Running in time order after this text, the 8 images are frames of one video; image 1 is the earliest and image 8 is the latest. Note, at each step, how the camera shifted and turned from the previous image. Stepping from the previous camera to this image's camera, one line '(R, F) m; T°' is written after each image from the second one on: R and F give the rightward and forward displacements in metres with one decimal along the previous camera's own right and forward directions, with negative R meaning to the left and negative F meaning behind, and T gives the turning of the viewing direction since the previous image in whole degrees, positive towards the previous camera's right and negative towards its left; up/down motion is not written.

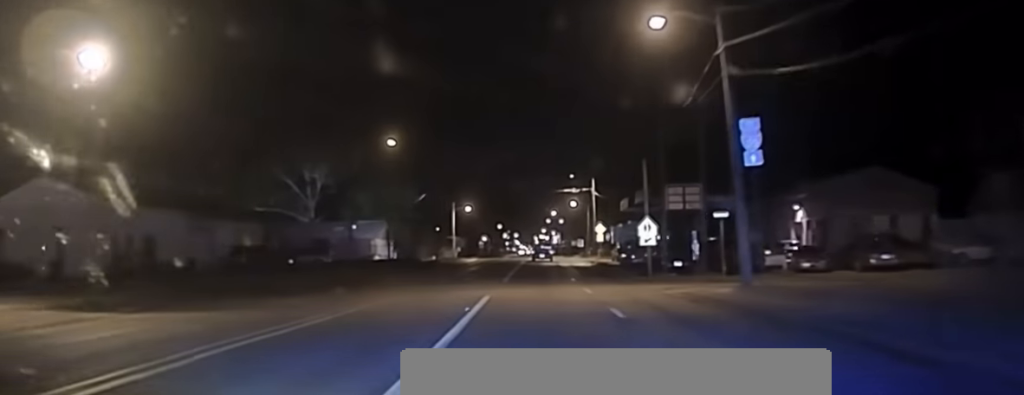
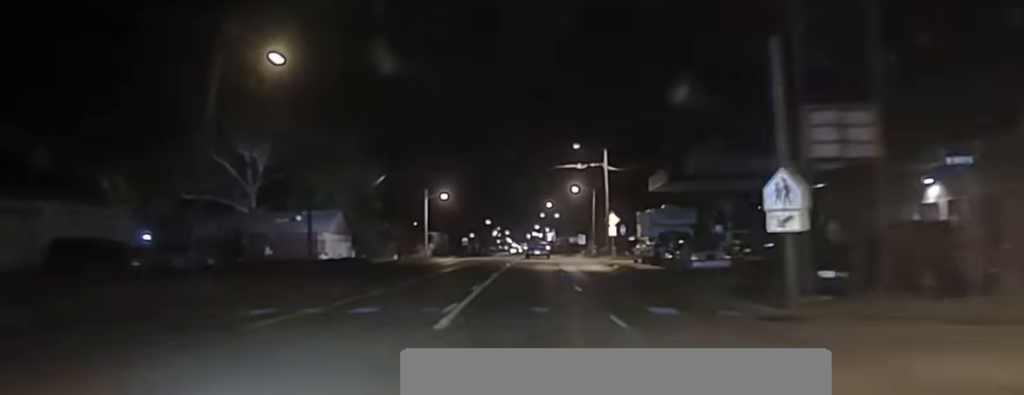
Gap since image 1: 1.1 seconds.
(+0.1, +29.9) m; 0°
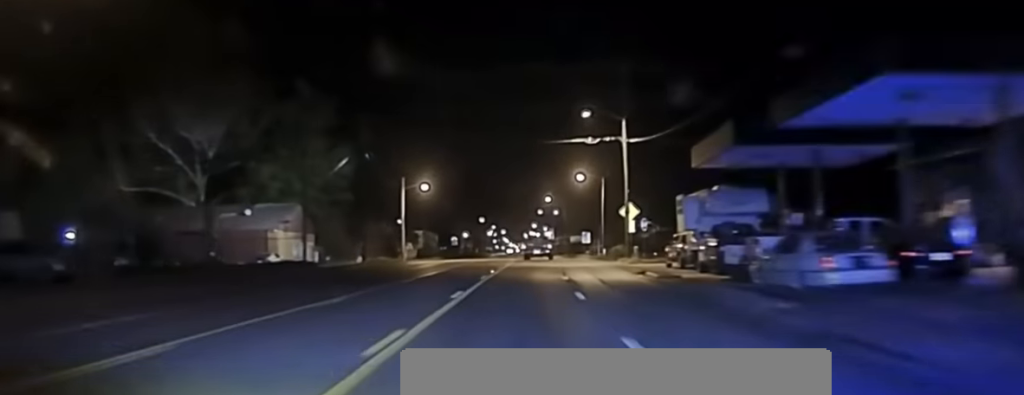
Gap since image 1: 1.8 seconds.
(0.0, +17.3) m; 0°
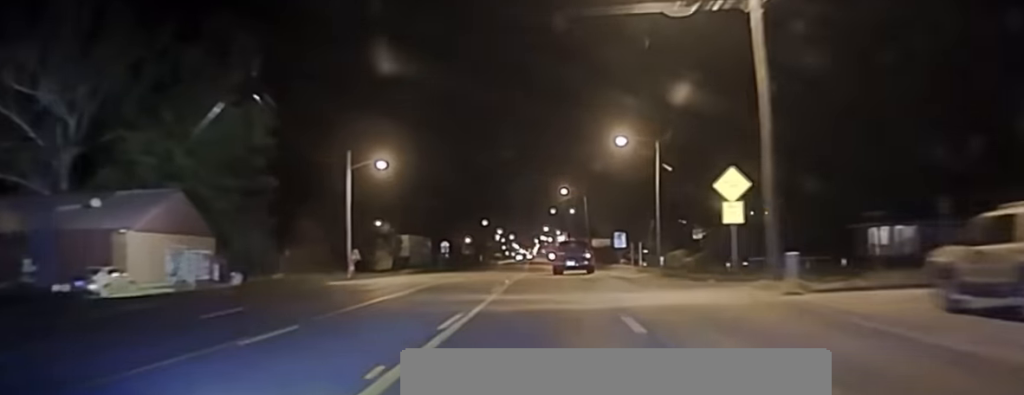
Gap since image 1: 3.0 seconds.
(-0.4, +31.5) m; -1°
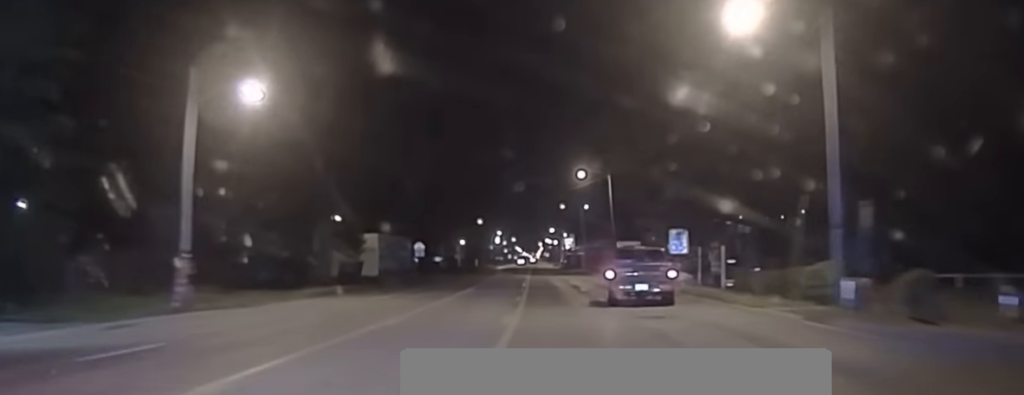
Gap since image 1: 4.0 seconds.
(-0.1, +30.0) m; 0°
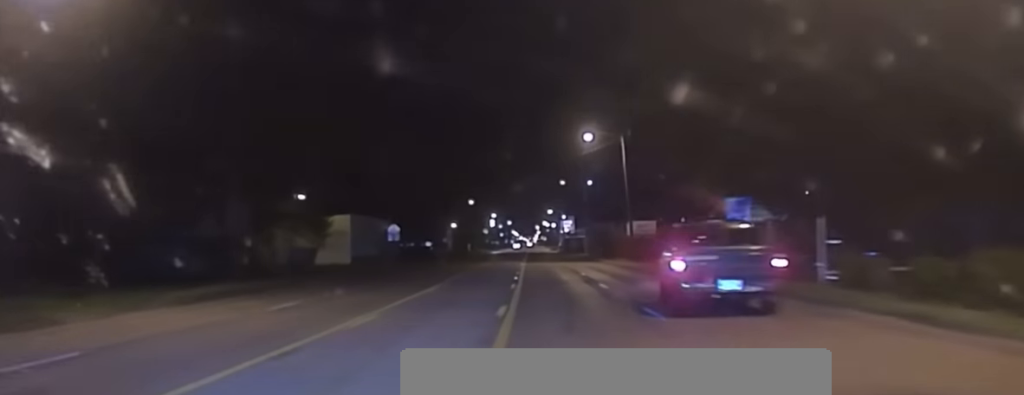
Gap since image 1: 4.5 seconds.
(+0.2, +14.9) m; 0°
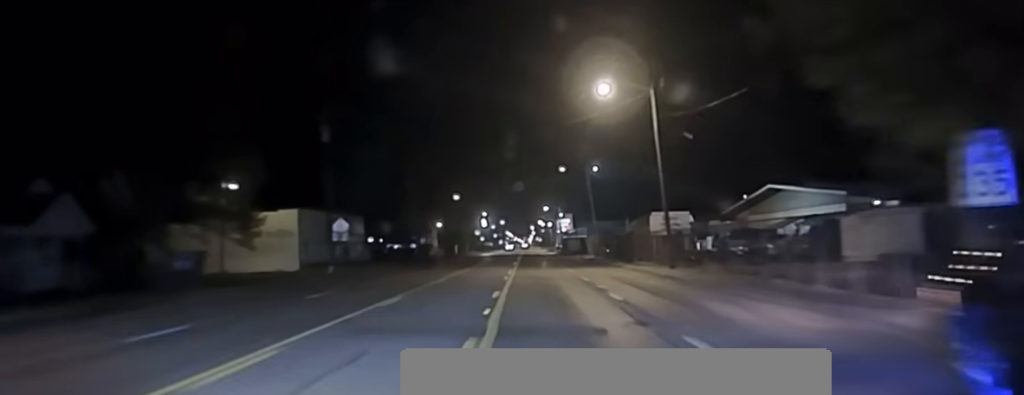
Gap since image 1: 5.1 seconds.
(+0.1, +19.1) m; 0°
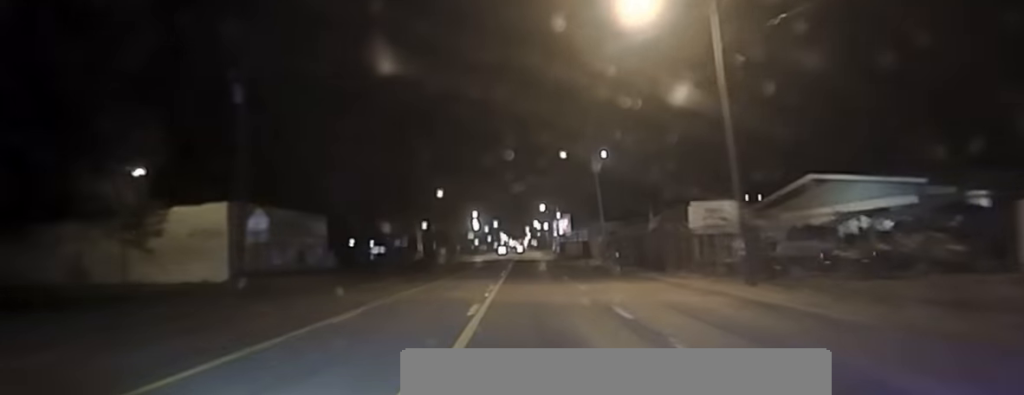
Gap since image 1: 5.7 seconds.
(0.0, +17.0) m; 0°
